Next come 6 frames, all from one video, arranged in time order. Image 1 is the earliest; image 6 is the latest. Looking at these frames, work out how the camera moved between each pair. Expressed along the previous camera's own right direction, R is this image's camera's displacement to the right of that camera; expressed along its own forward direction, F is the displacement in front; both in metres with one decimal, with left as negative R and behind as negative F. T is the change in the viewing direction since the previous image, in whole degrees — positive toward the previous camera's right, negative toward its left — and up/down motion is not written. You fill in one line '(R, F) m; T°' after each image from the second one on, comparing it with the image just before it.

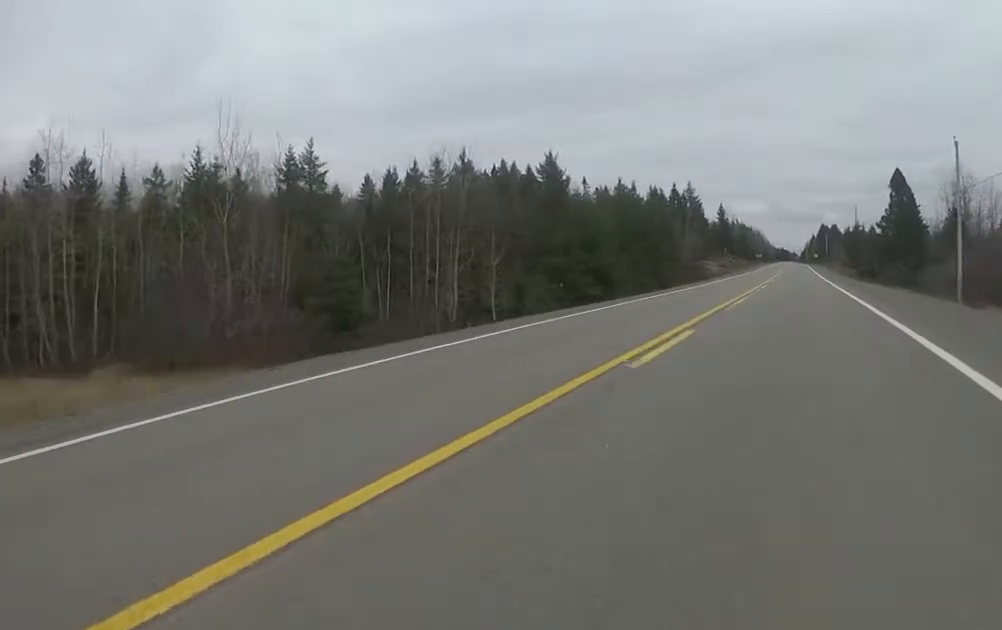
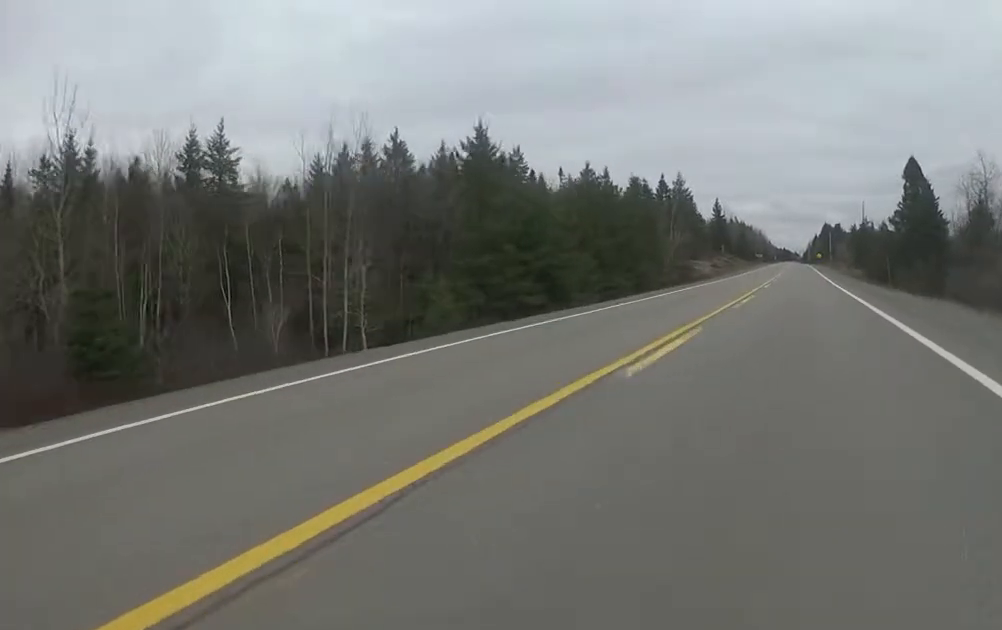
(0.0, +9.1) m; 0°
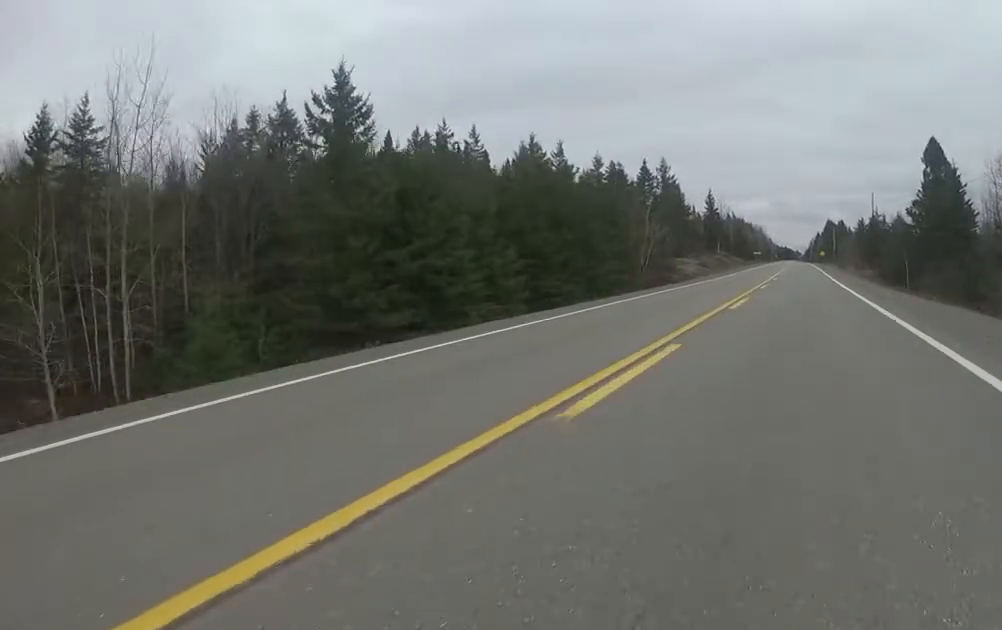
(-0.3, +10.4) m; -4°
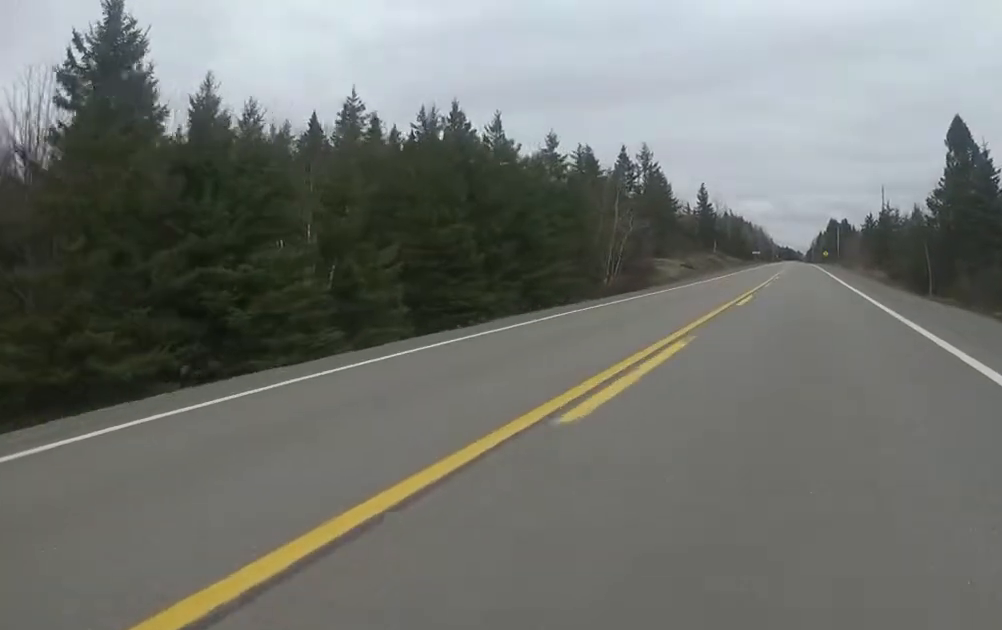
(-0.3, +9.1) m; -2°
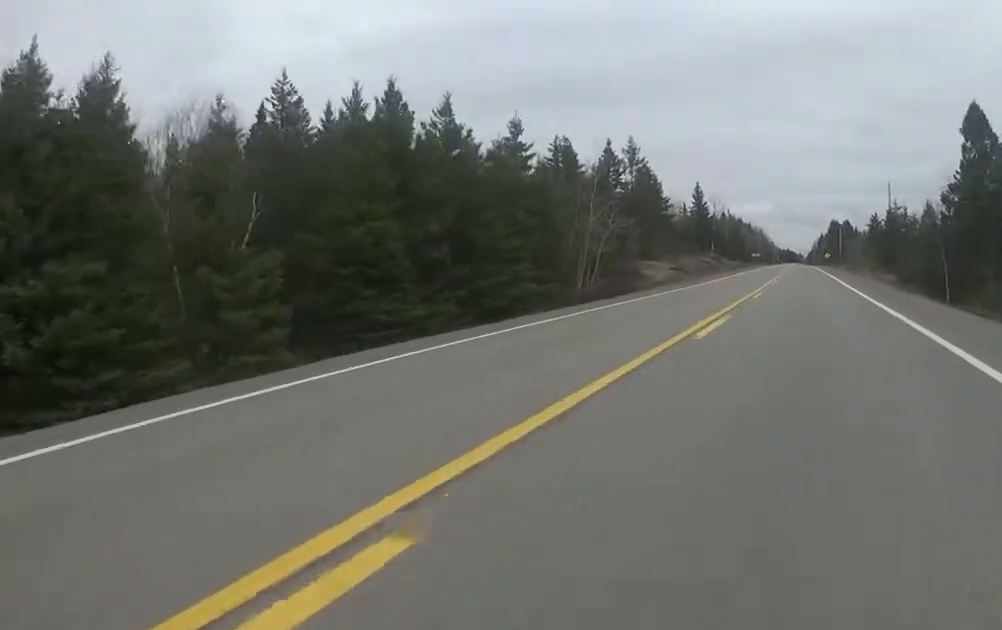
(0.0, +5.0) m; 0°
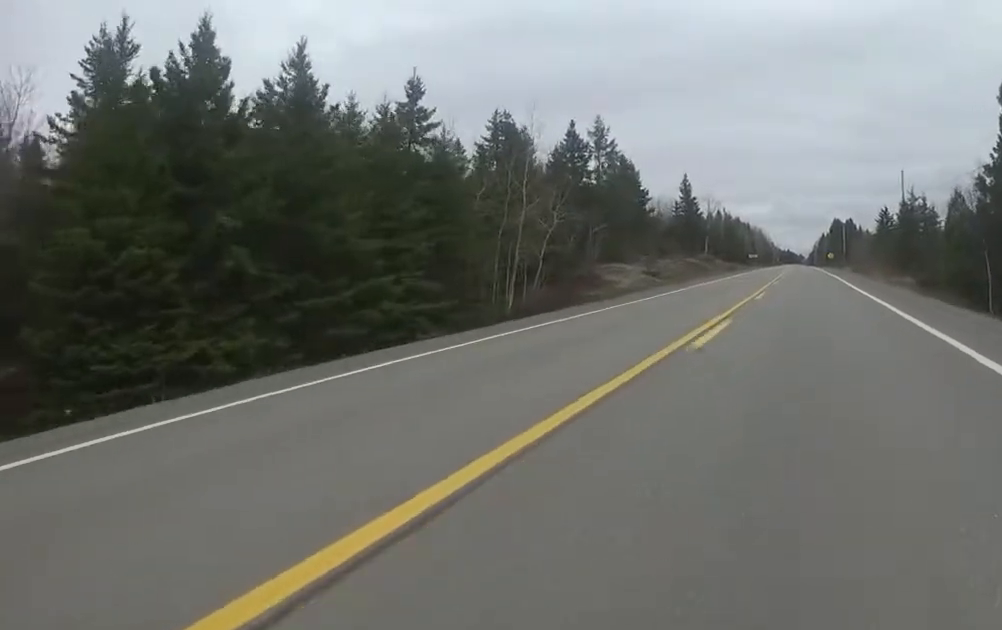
(0.0, +9.1) m; 0°
